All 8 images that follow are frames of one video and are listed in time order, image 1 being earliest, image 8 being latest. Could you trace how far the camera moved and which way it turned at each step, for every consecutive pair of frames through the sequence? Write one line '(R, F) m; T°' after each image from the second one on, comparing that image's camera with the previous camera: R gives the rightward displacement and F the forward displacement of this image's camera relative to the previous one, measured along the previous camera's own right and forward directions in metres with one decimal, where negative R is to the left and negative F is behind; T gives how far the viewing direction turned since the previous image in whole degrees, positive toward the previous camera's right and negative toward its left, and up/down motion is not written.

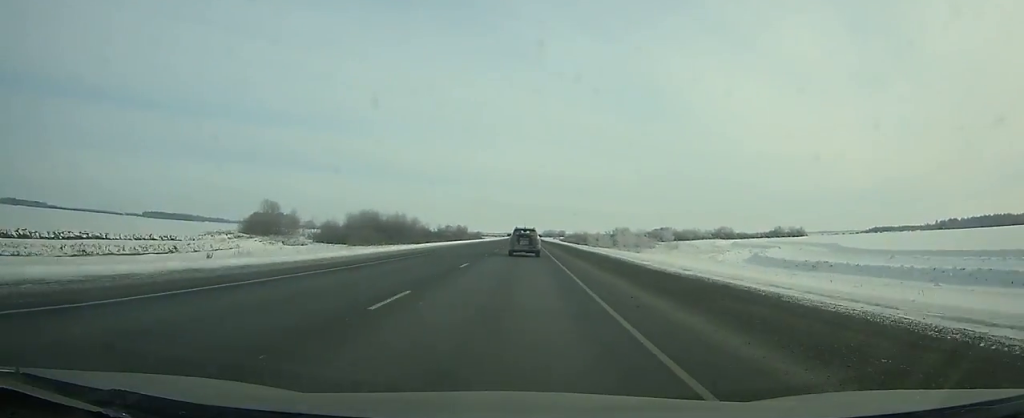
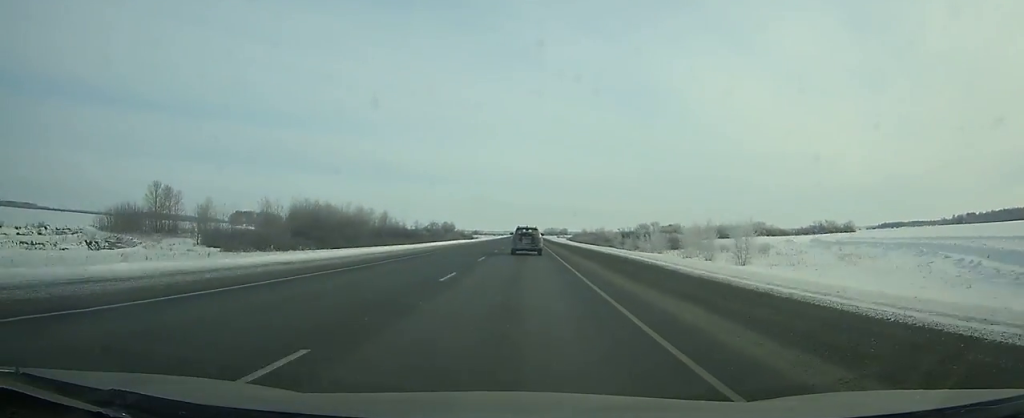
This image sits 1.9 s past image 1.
(0.0, +57.0) m; 0°
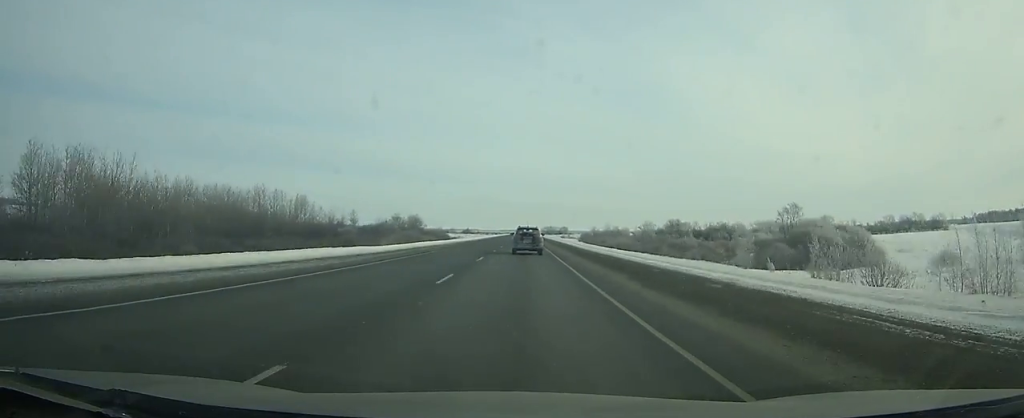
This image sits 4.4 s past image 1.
(+0.1, +73.9) m; 0°
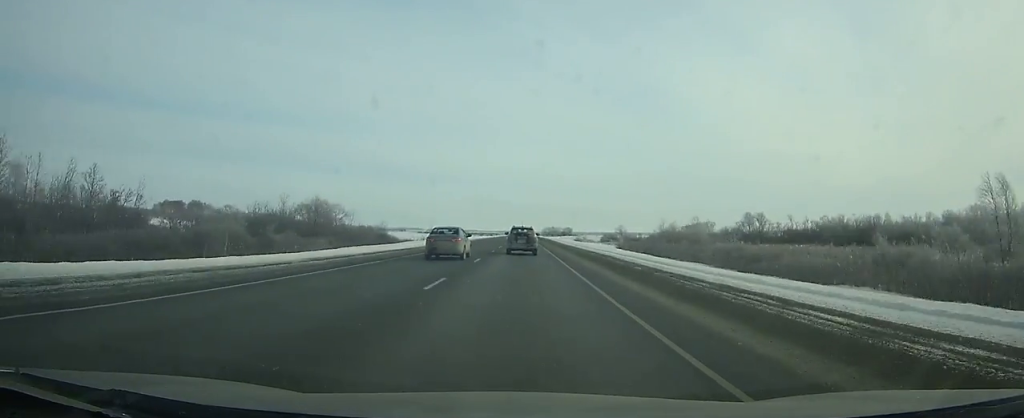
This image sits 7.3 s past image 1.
(+0.1, +86.4) m; 0°
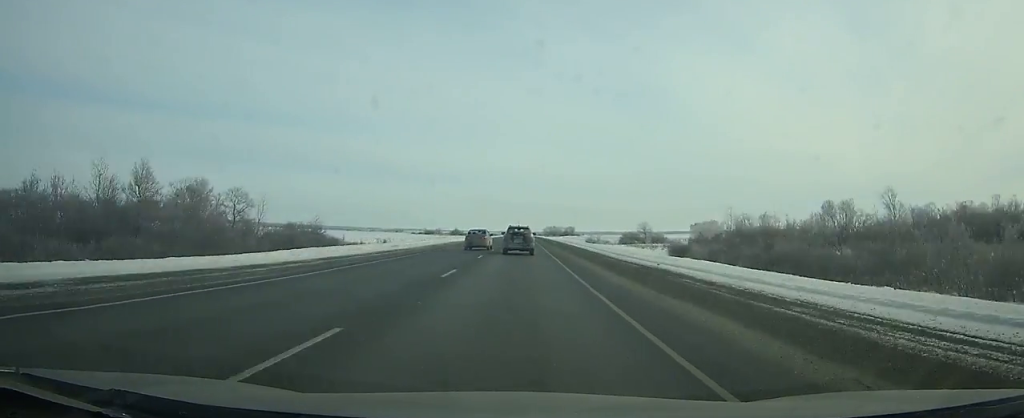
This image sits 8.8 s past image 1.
(0.0, +43.2) m; 0°
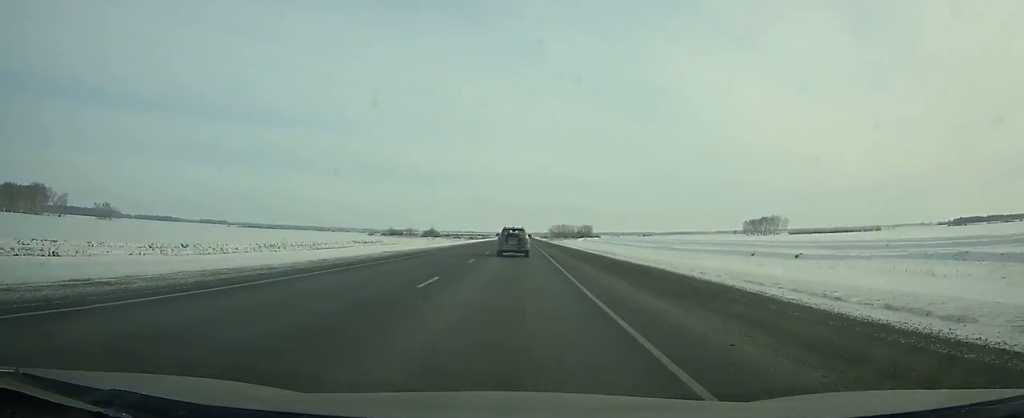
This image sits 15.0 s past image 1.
(0.0, +176.5) m; 0°
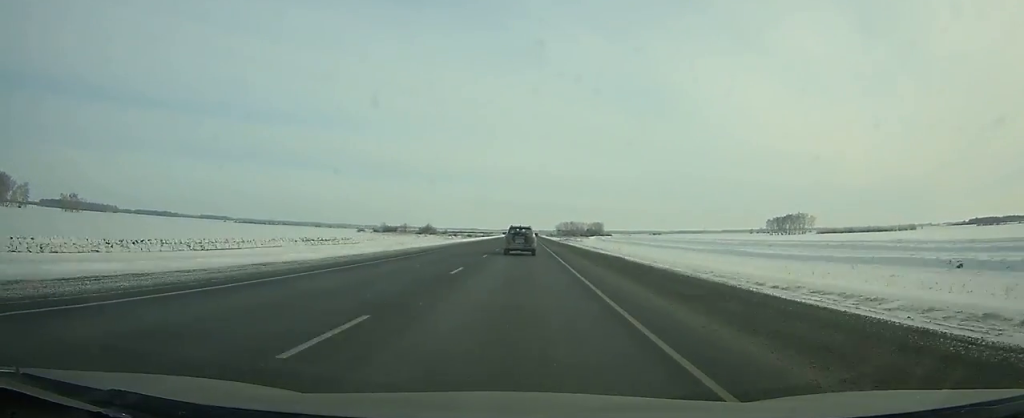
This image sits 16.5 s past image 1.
(0.0, +41.6) m; 0°
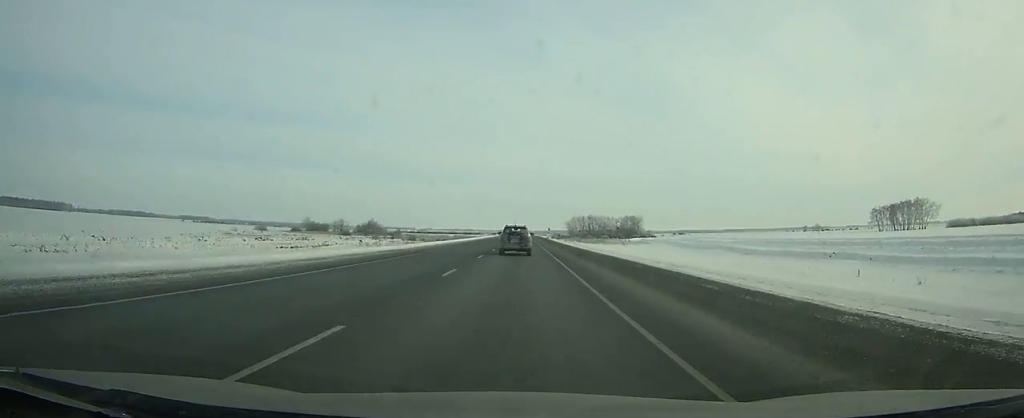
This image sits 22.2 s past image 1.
(0.0, +161.8) m; 0°
